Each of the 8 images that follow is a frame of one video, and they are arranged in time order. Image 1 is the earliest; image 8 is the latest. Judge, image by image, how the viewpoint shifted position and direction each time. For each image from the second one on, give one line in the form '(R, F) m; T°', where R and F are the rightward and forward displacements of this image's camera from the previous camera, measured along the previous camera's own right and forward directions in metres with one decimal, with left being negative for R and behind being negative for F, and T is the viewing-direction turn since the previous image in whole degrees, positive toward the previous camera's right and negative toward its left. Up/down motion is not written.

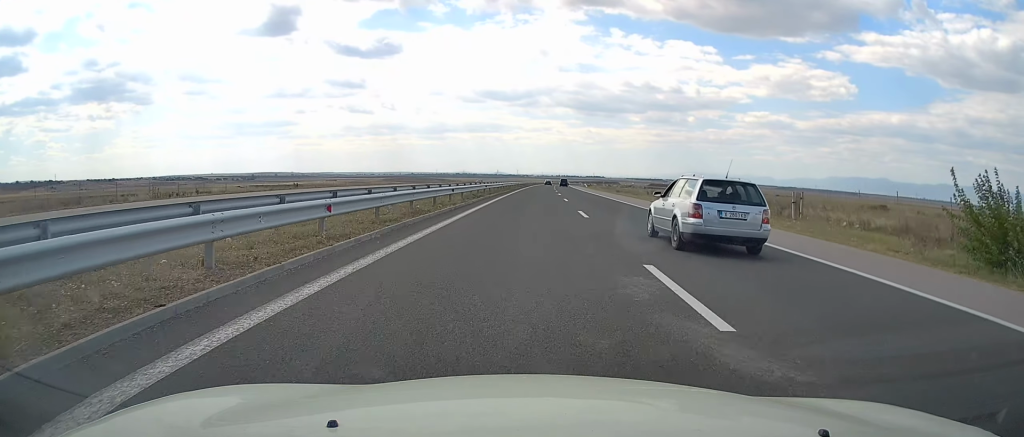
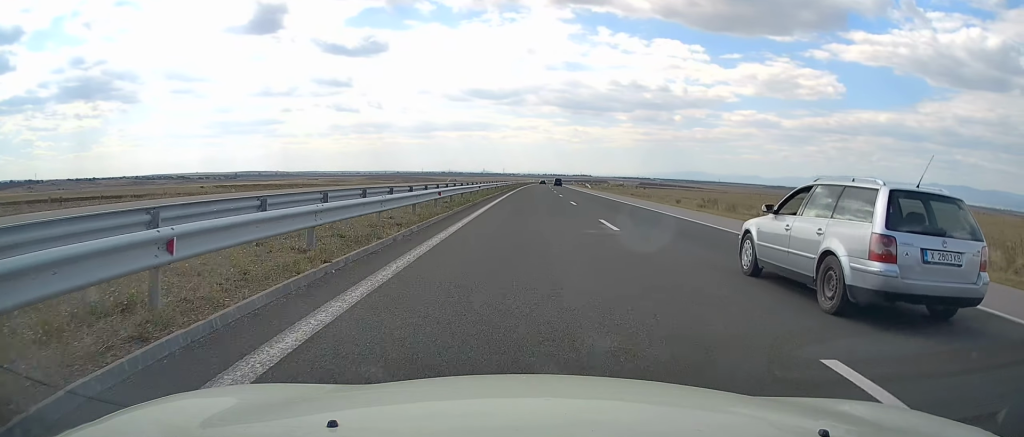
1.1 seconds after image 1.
(0.0, +37.6) m; +1°
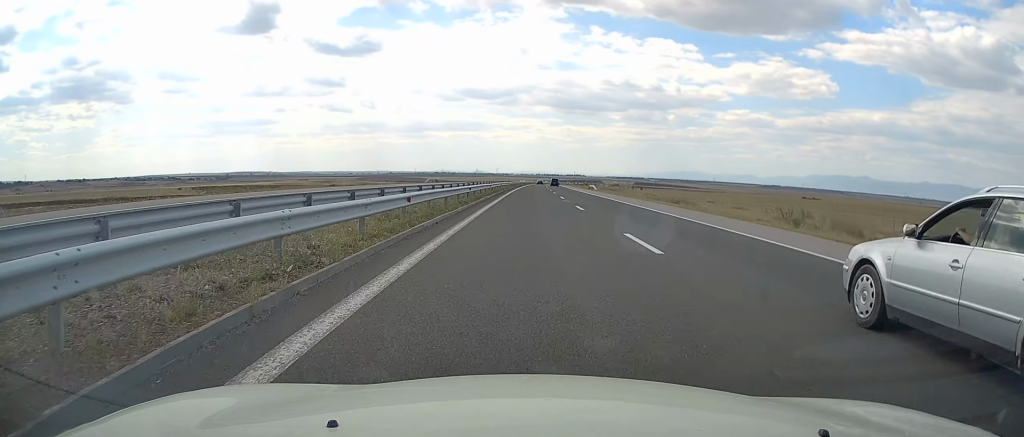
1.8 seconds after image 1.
(-0.1, +21.2) m; +1°
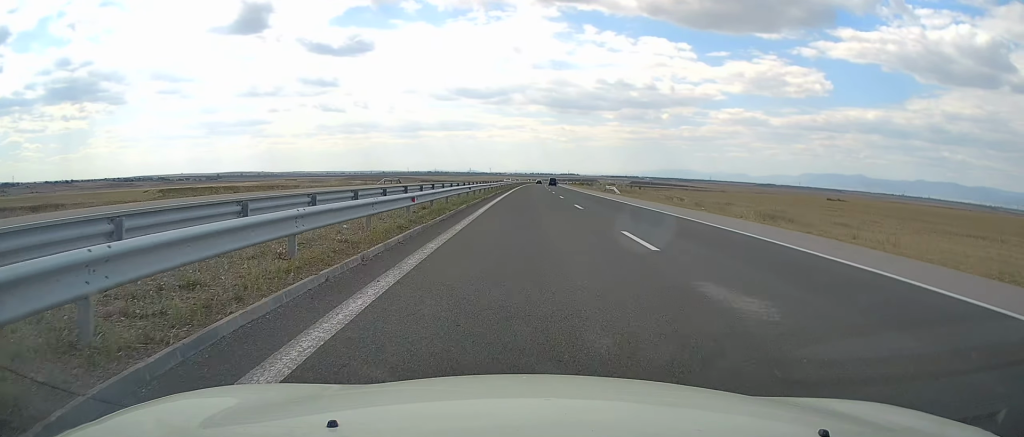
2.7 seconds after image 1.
(+0.9, +31.6) m; +1°
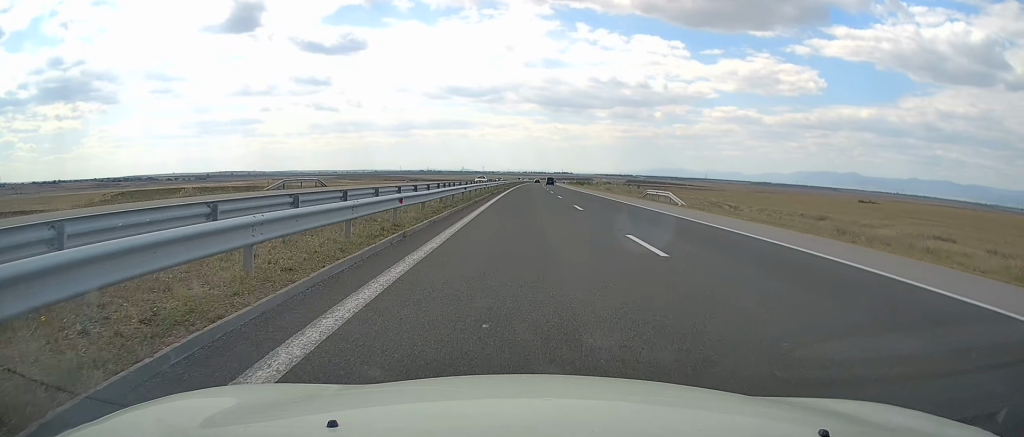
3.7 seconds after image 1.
(-0.5, +33.0) m; 0°
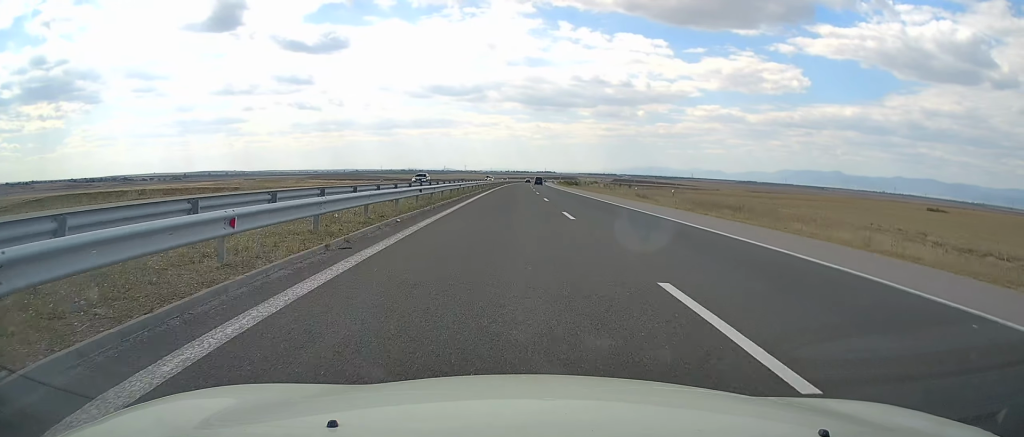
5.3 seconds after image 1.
(+1.3, +55.1) m; +2°
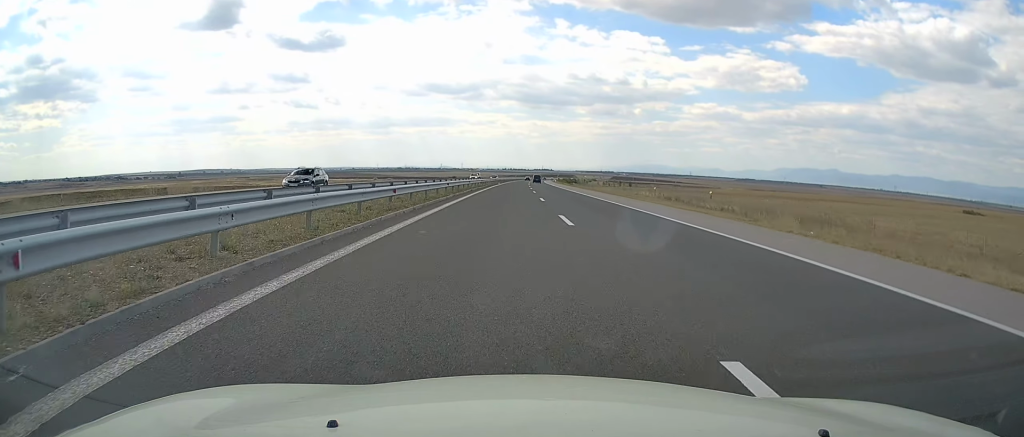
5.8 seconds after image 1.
(+0.1, +19.5) m; 0°
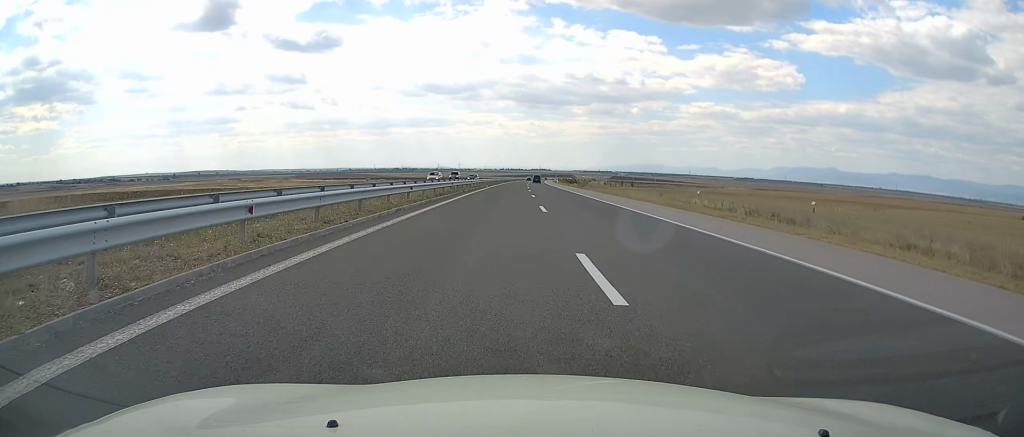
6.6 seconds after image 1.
(0.0, +26.2) m; 0°
